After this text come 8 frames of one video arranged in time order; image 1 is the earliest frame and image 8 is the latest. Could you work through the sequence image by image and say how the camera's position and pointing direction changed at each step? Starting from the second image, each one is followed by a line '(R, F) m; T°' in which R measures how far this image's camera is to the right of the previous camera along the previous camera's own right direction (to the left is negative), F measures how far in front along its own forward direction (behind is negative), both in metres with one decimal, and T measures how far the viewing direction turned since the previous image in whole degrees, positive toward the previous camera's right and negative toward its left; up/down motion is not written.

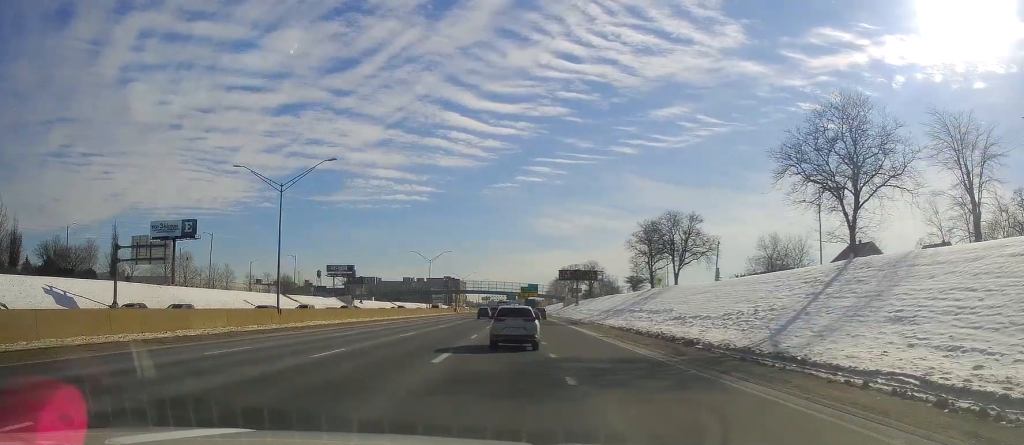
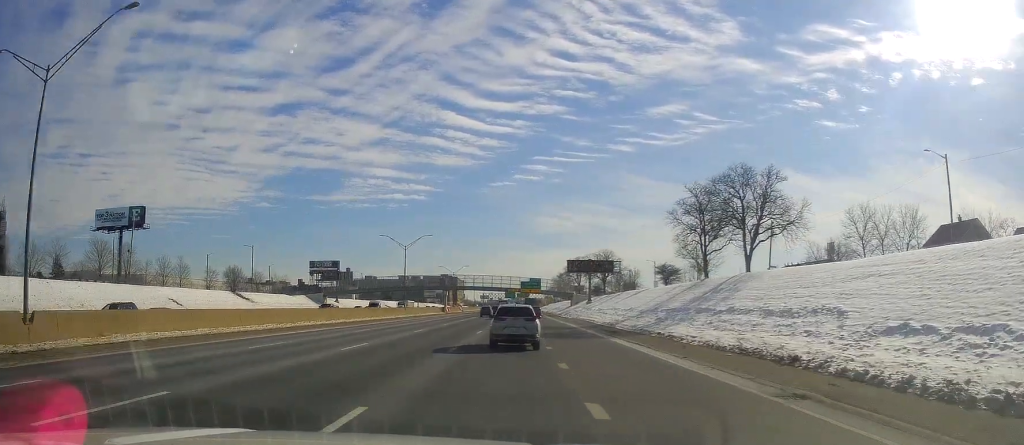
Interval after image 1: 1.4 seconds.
(+0.4, +27.6) m; +2°
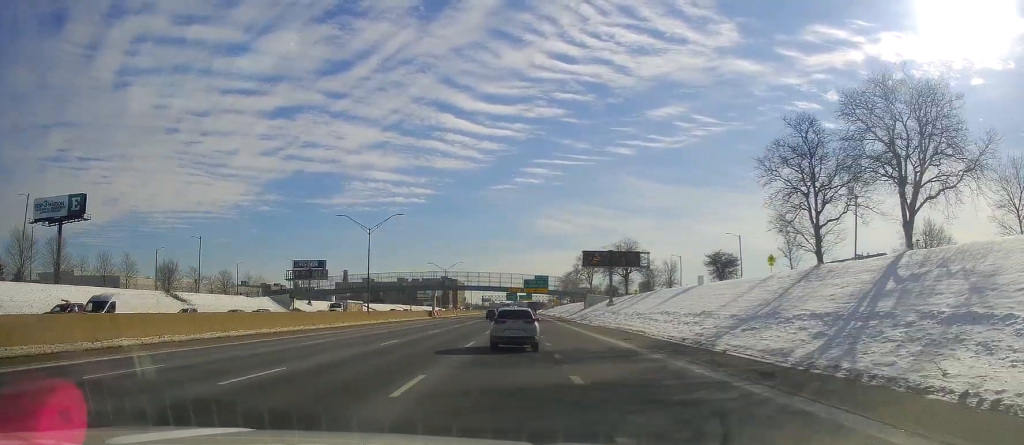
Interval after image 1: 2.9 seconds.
(+0.2, +25.9) m; -1°
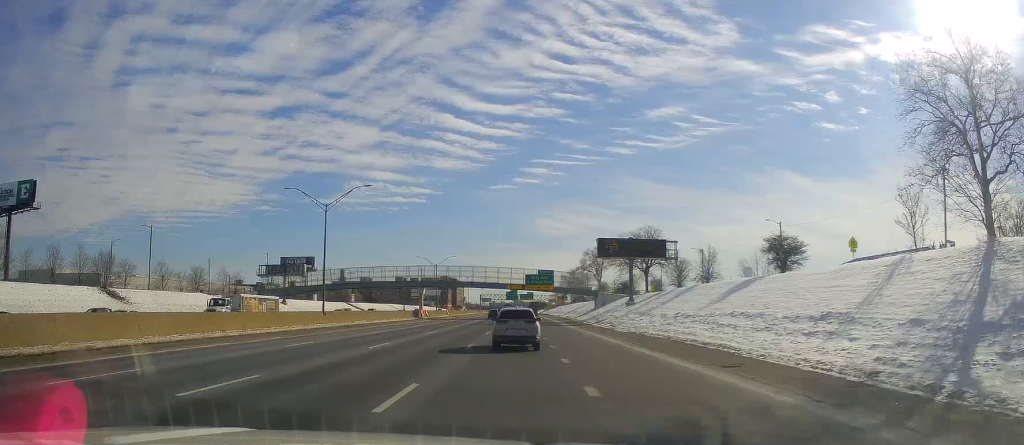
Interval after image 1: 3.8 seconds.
(-0.4, +17.2) m; -1°
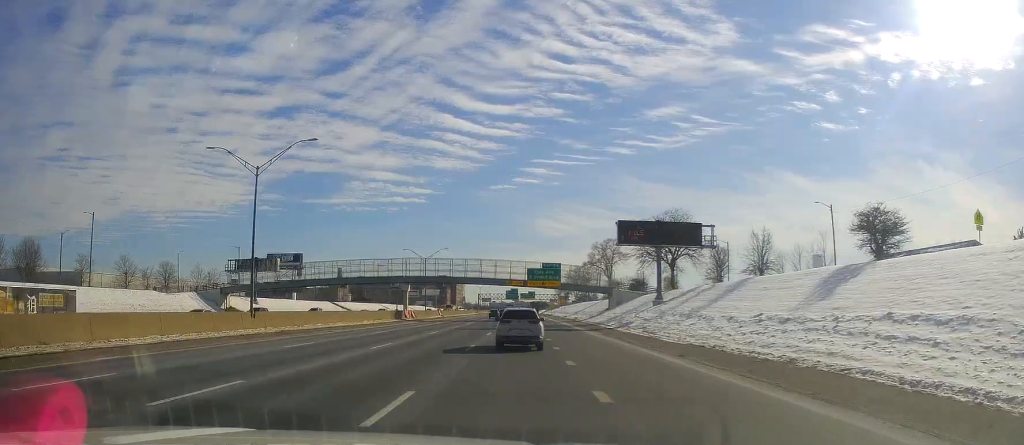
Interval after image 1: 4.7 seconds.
(0.0, +15.7) m; 0°
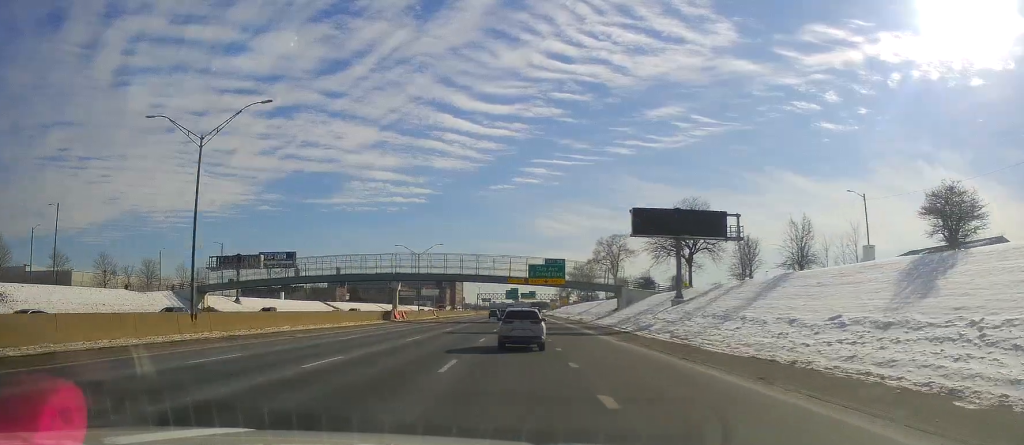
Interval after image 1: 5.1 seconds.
(-0.1, +7.9) m; 0°
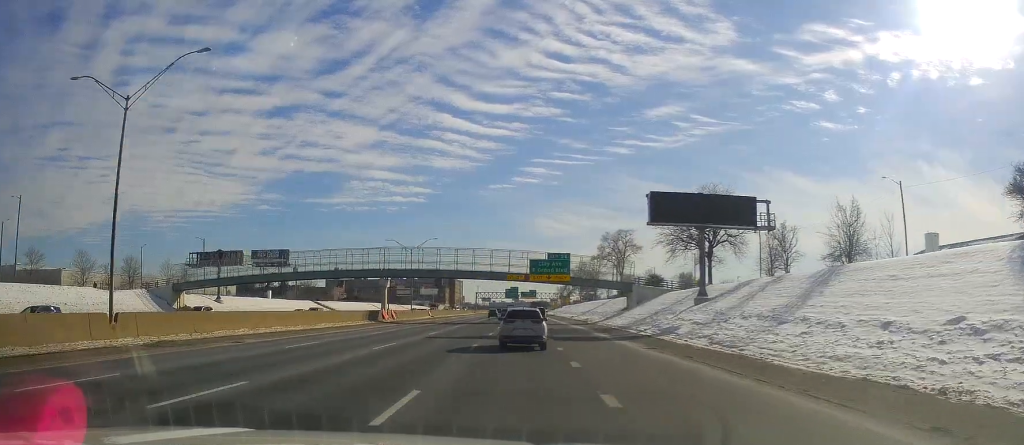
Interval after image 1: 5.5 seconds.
(-0.1, +7.3) m; 0°
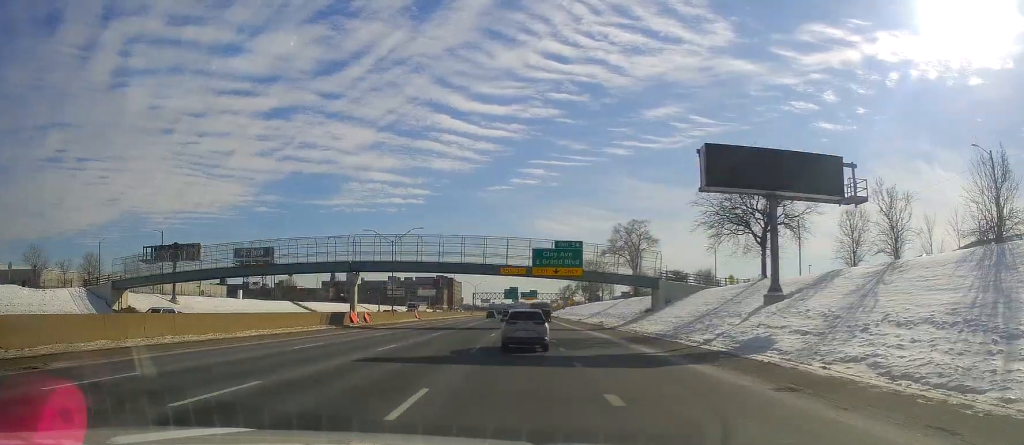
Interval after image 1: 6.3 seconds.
(+0.2, +14.5) m; 0°
